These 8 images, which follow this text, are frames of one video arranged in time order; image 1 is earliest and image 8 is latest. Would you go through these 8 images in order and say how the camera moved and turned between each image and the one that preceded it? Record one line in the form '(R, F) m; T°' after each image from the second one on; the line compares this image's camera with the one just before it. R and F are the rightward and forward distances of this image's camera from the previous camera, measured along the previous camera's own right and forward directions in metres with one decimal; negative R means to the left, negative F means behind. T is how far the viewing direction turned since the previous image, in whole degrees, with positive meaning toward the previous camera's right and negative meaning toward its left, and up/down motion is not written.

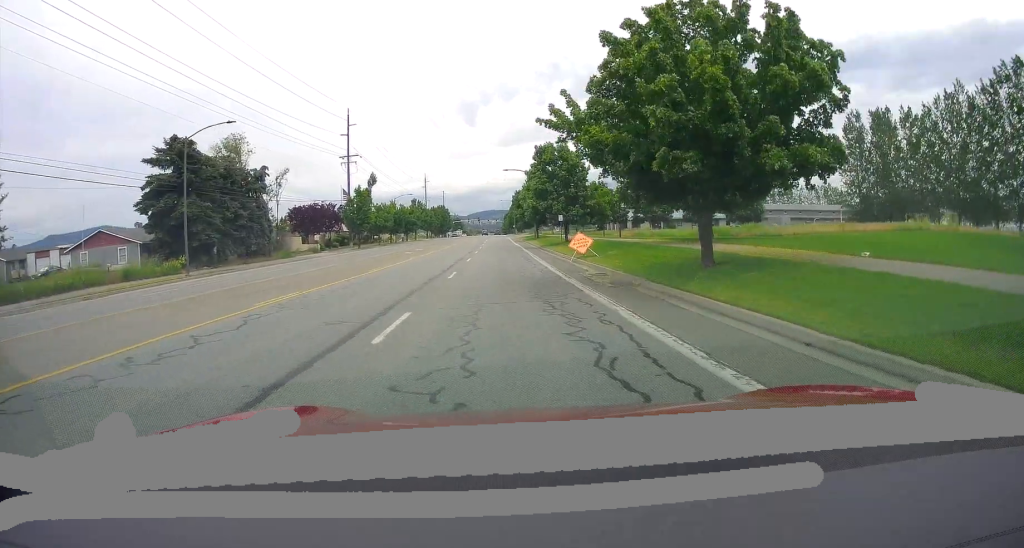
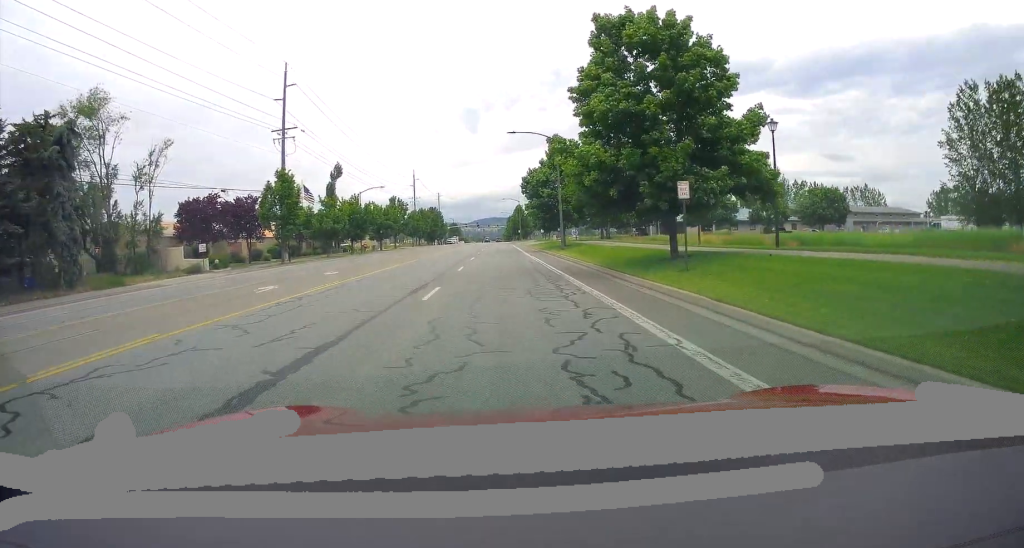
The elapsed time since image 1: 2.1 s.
(0.0, +32.9) m; 0°
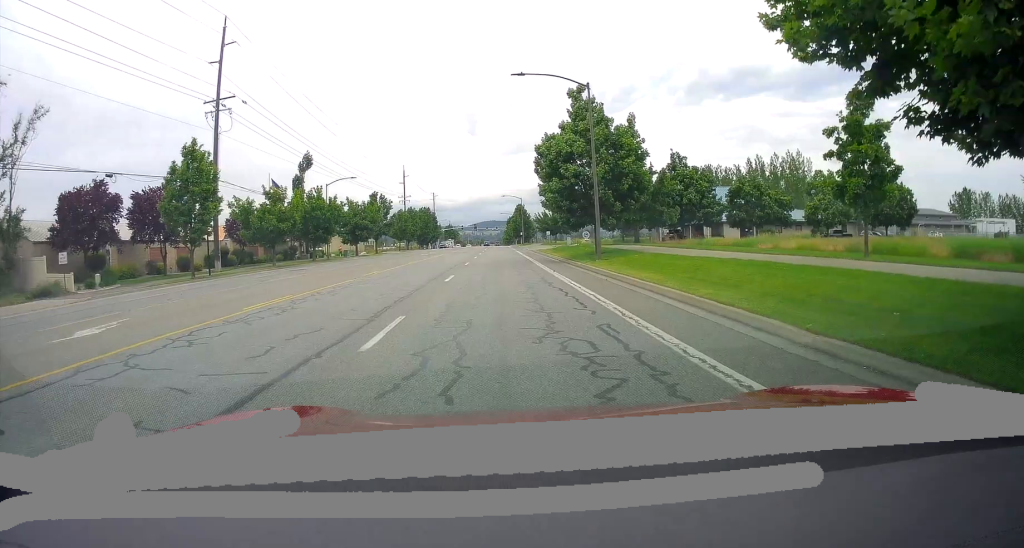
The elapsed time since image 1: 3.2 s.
(0.0, +17.5) m; 0°
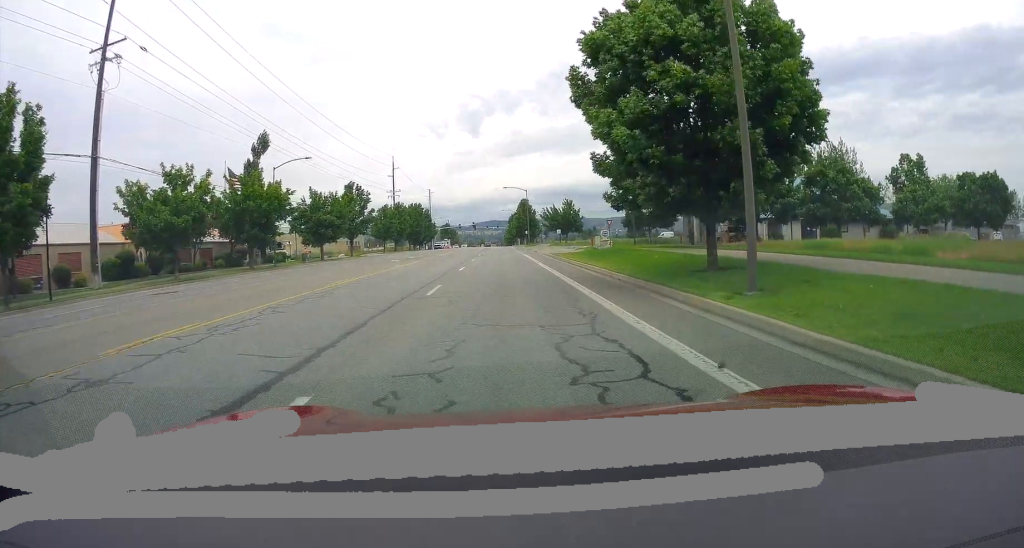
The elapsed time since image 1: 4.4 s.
(0.0, +18.1) m; 0°
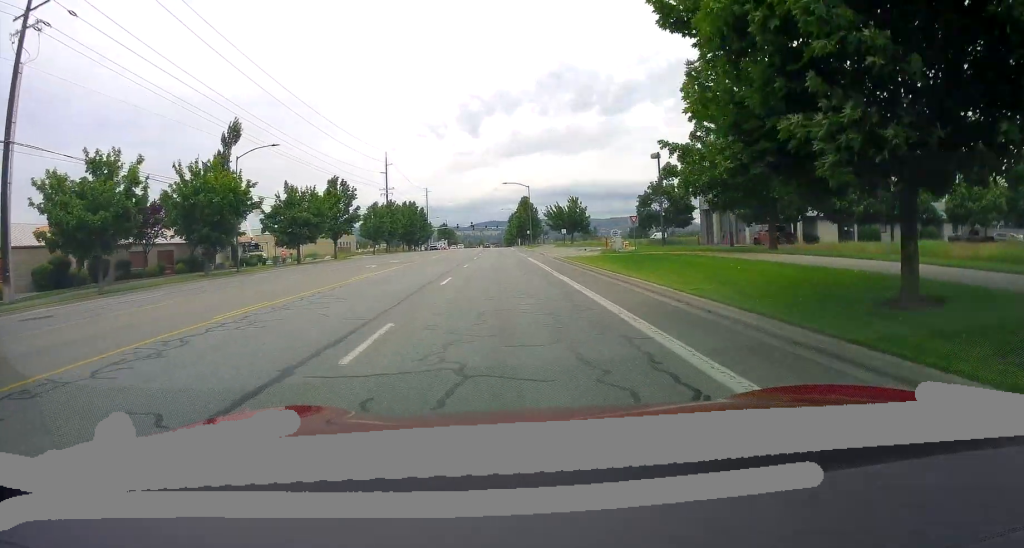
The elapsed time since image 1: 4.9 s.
(0.0, +8.5) m; 0°
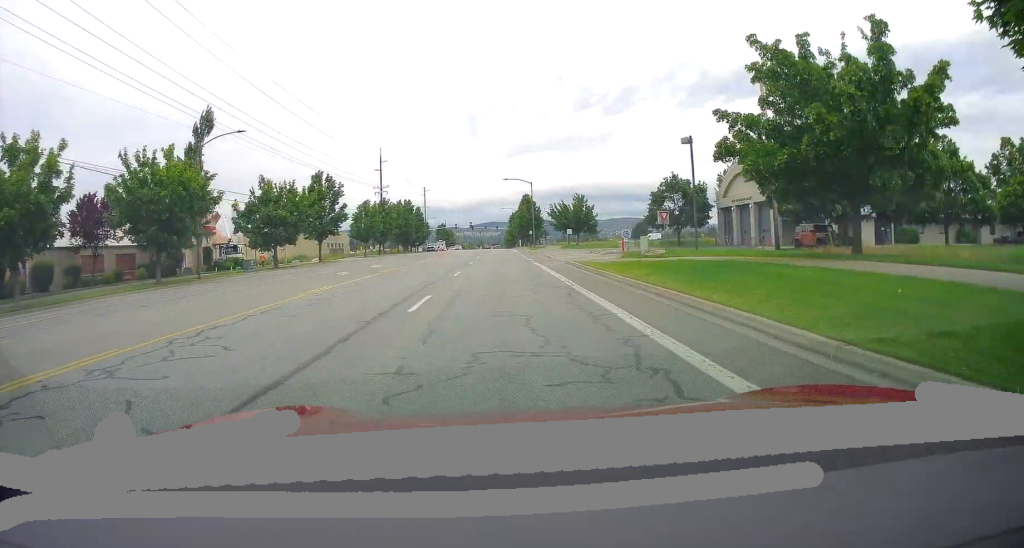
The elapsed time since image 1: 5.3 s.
(0.0, +6.6) m; 0°
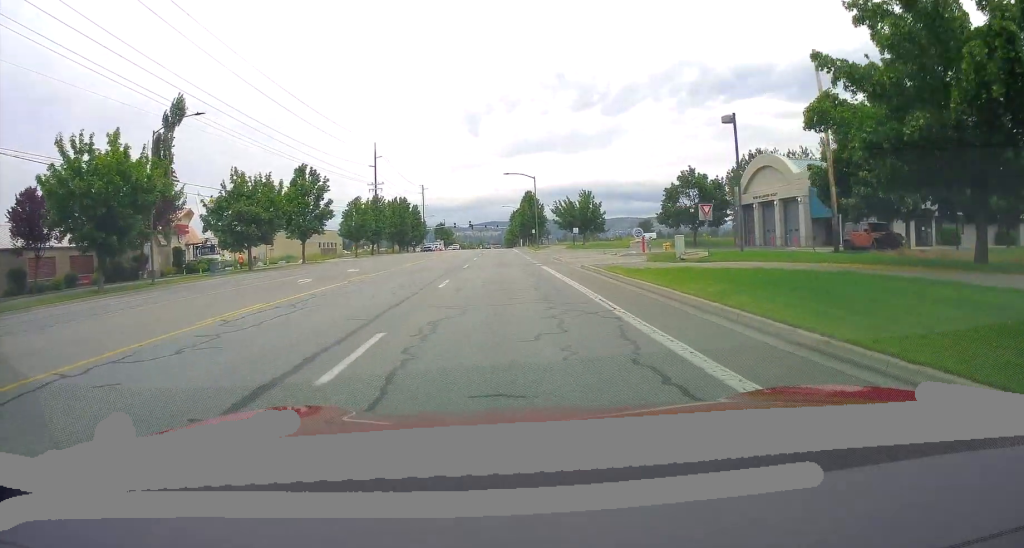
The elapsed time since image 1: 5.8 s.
(0.0, +6.6) m; 0°
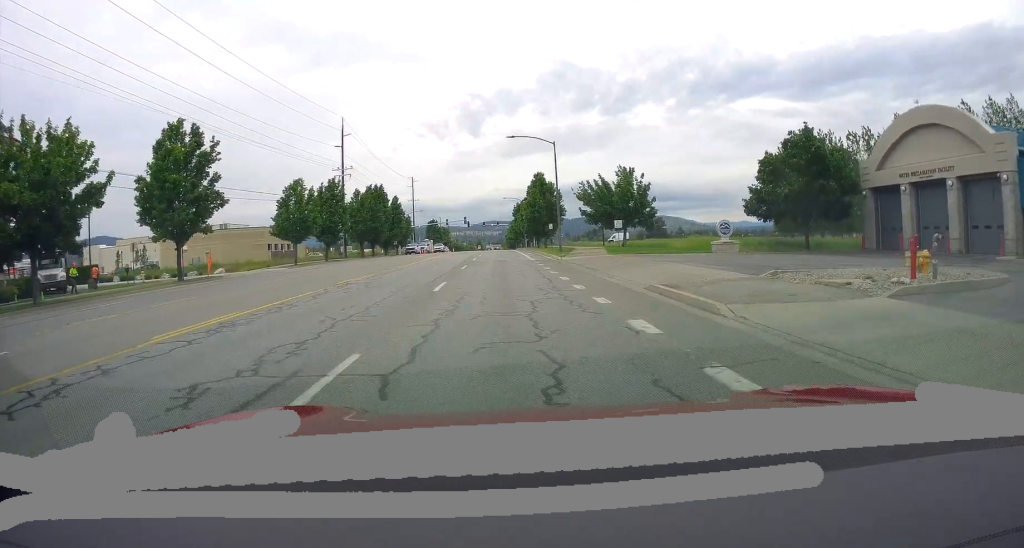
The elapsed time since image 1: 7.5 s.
(0.0, +26.8) m; 0°
